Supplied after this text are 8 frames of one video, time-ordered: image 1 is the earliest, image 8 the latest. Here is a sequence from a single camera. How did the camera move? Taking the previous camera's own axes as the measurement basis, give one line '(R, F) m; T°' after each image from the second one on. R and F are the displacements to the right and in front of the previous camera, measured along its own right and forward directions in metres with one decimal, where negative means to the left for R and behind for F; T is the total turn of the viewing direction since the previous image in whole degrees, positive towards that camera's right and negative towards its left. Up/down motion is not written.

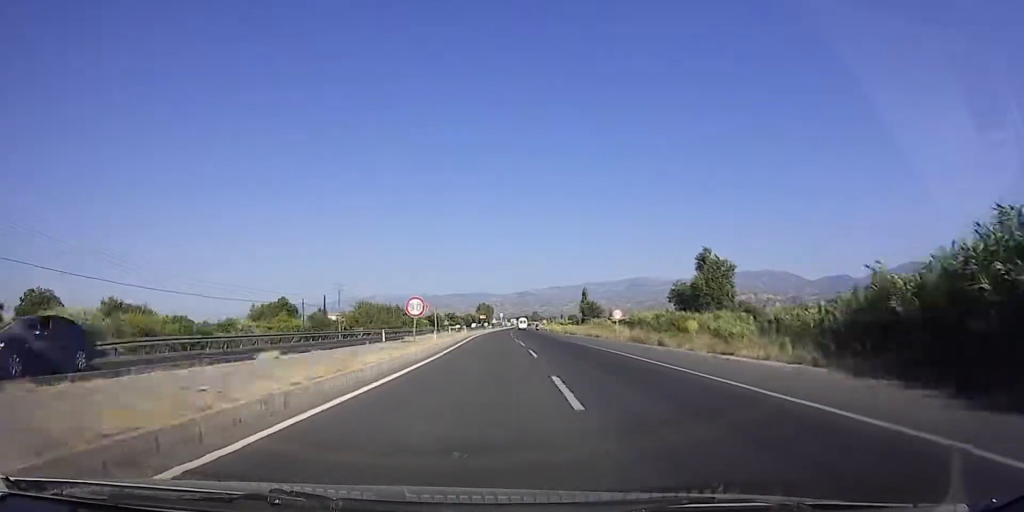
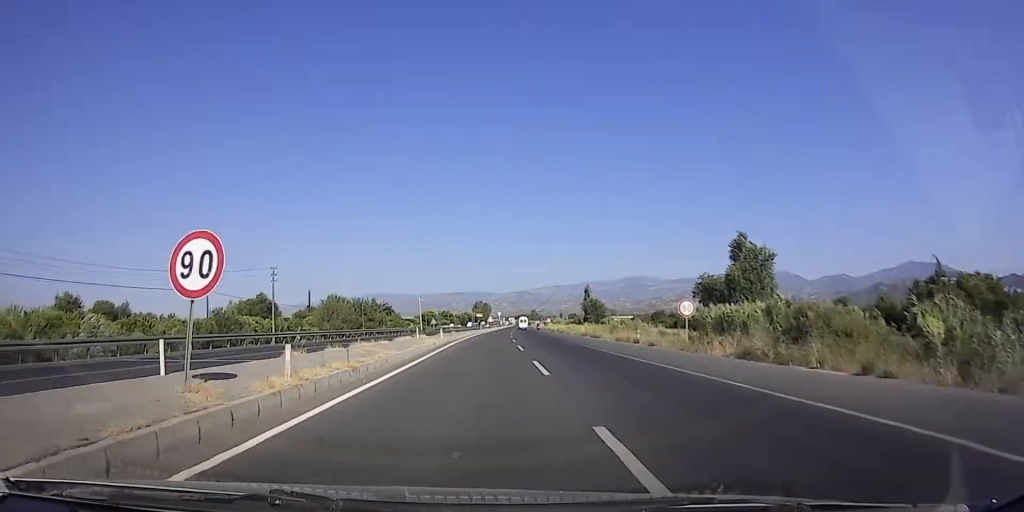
(+0.7, +18.3) m; 0°
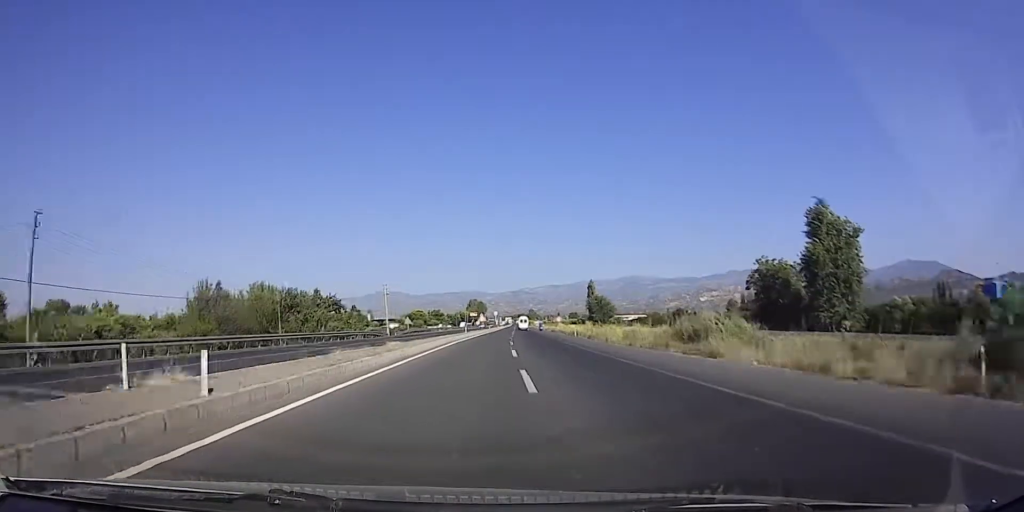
(-1.1, +26.3) m; -1°
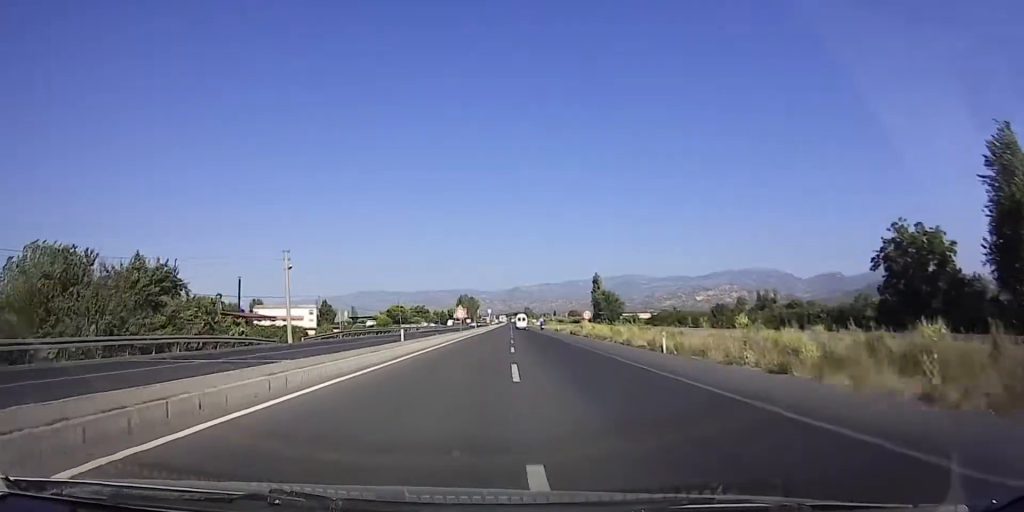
(+0.8, +32.7) m; +2°
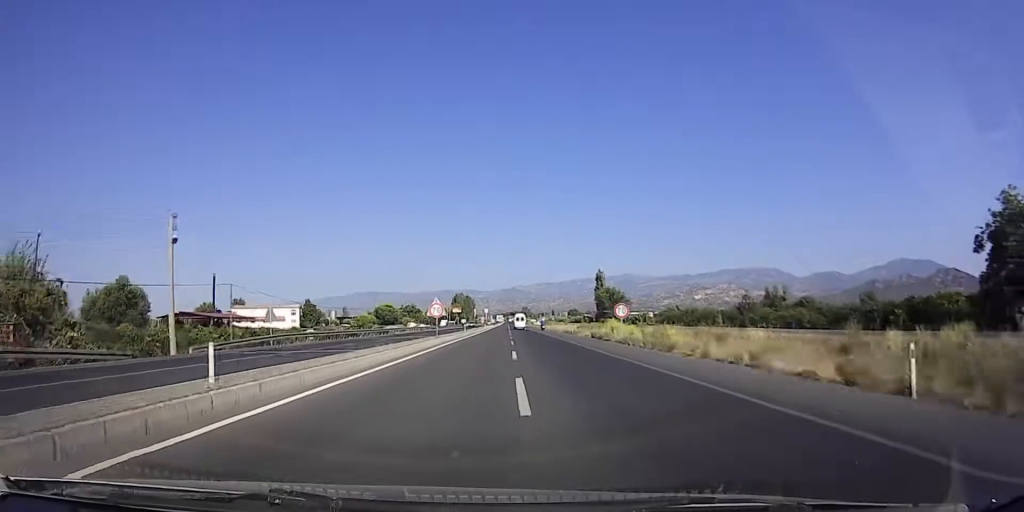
(-0.1, +15.5) m; +1°
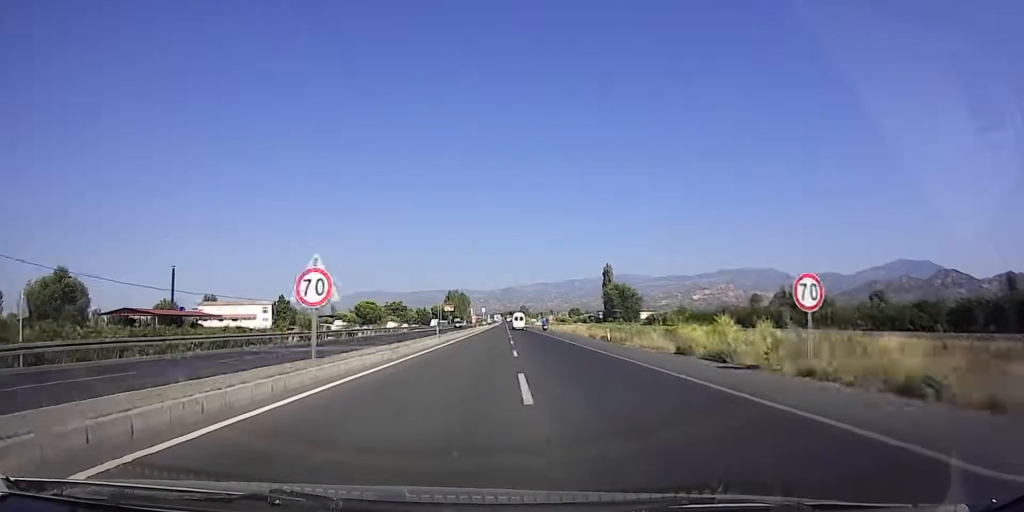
(+0.4, +22.0) m; +1°
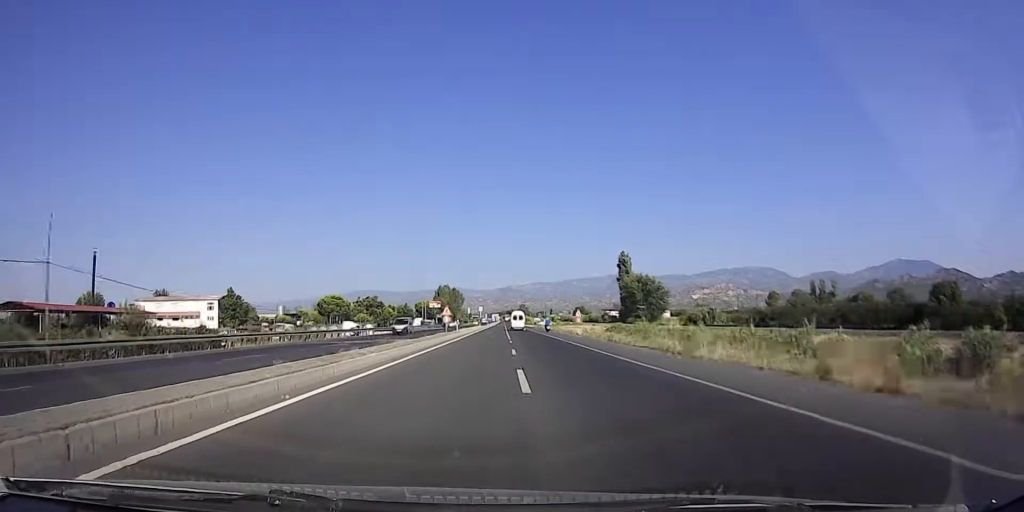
(-0.1, +33.3) m; 0°
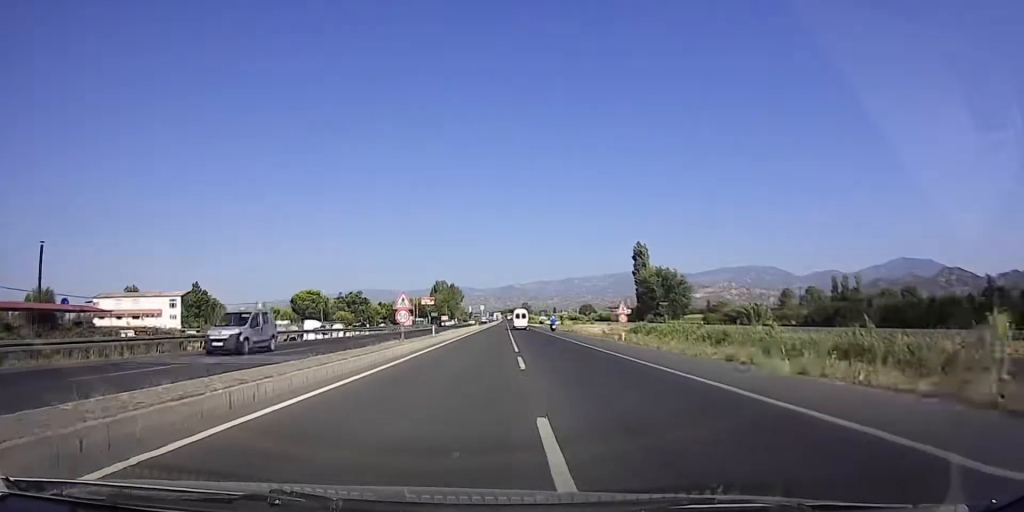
(+0.1, +18.4) m; -1°
